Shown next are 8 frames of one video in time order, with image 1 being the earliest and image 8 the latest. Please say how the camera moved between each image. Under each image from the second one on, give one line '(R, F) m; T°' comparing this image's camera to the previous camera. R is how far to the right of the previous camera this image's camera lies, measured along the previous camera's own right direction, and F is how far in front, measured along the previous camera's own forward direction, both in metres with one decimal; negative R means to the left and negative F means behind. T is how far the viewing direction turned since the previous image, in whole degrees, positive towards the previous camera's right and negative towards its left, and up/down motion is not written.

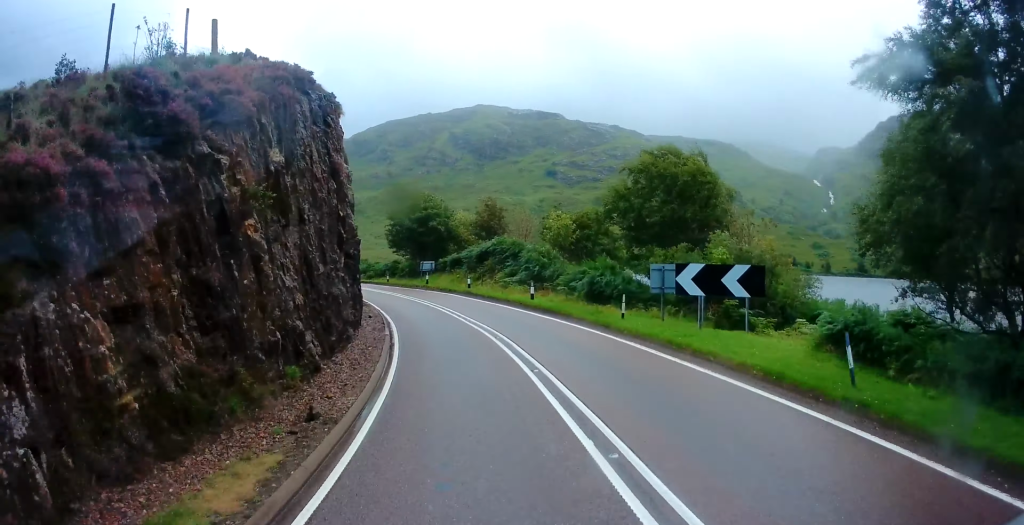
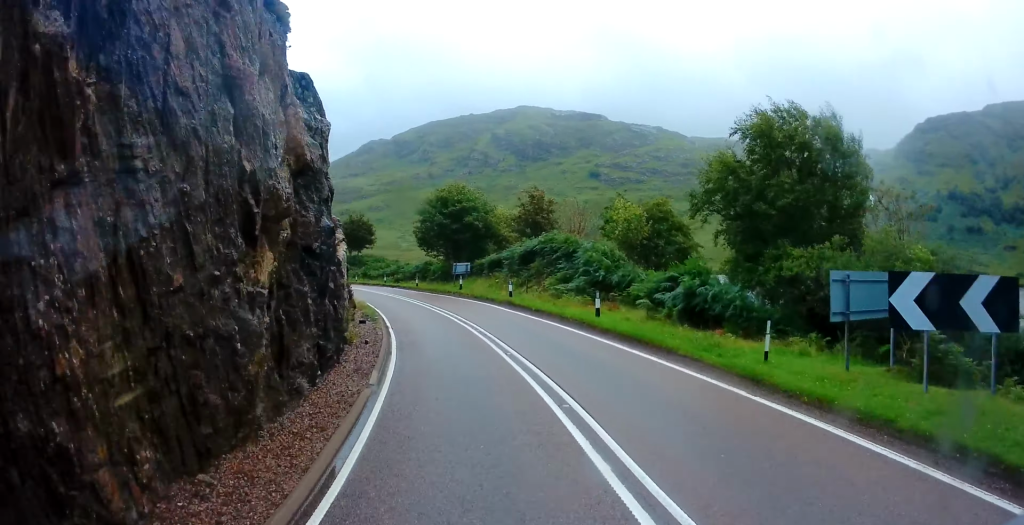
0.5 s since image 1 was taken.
(-0.4, +7.9) m; -2°
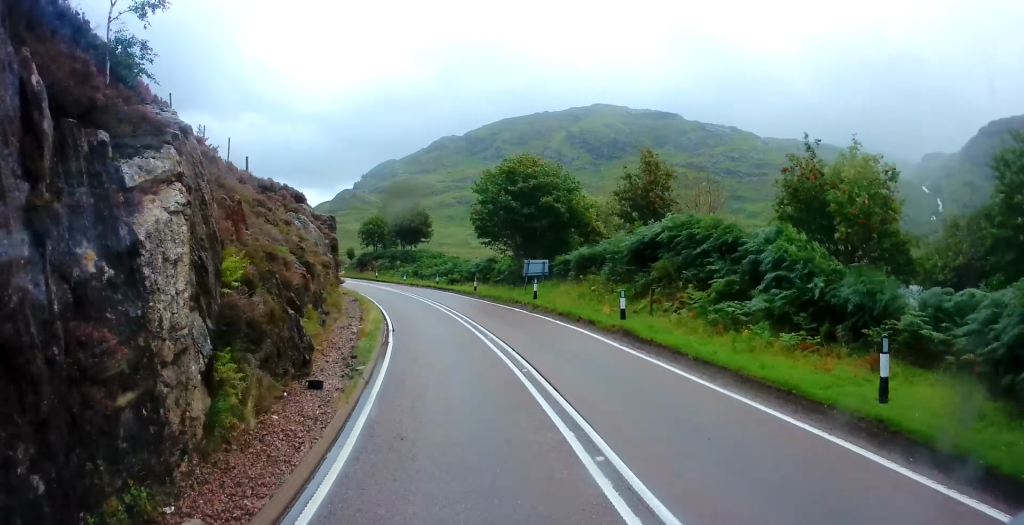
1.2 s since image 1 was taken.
(-0.3, +12.4) m; -3°
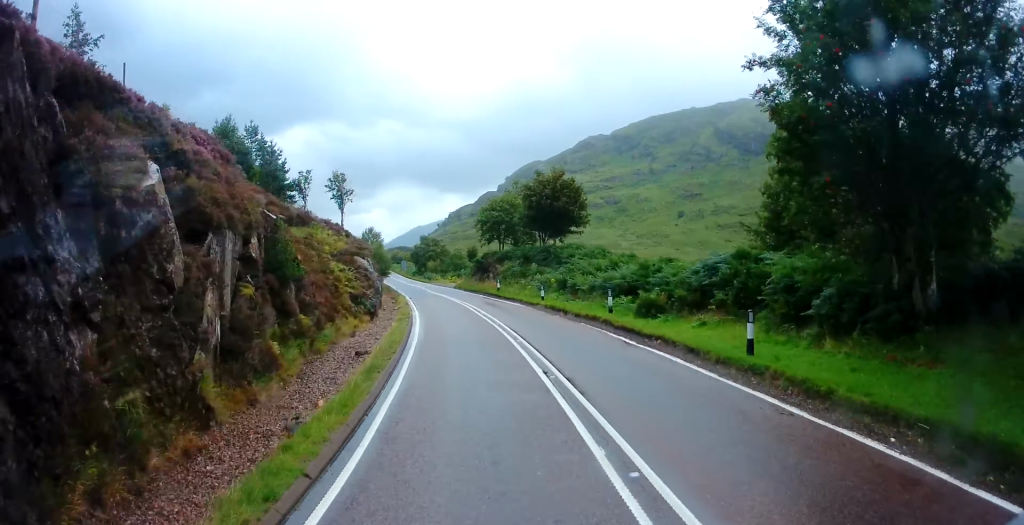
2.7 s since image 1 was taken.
(-1.2, +25.3) m; -10°
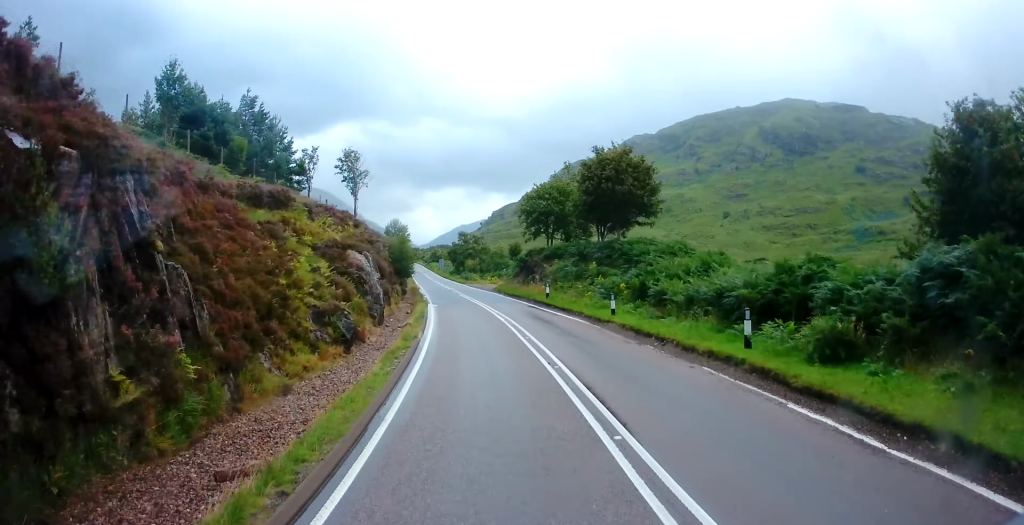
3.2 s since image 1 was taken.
(-0.6, +8.7) m; -6°
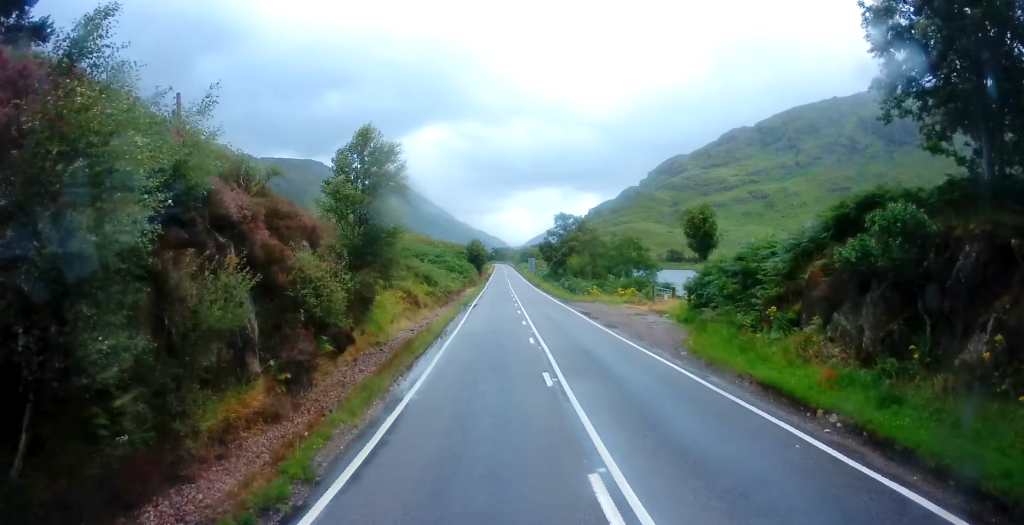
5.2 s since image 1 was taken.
(-7.6, +35.5) m; -22°
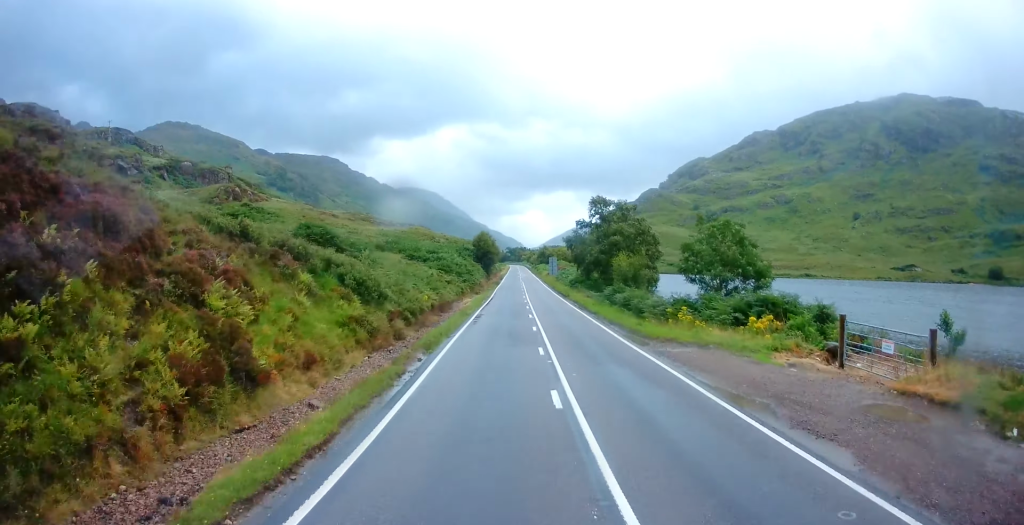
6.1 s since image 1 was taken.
(-1.2, +19.0) m; -4°
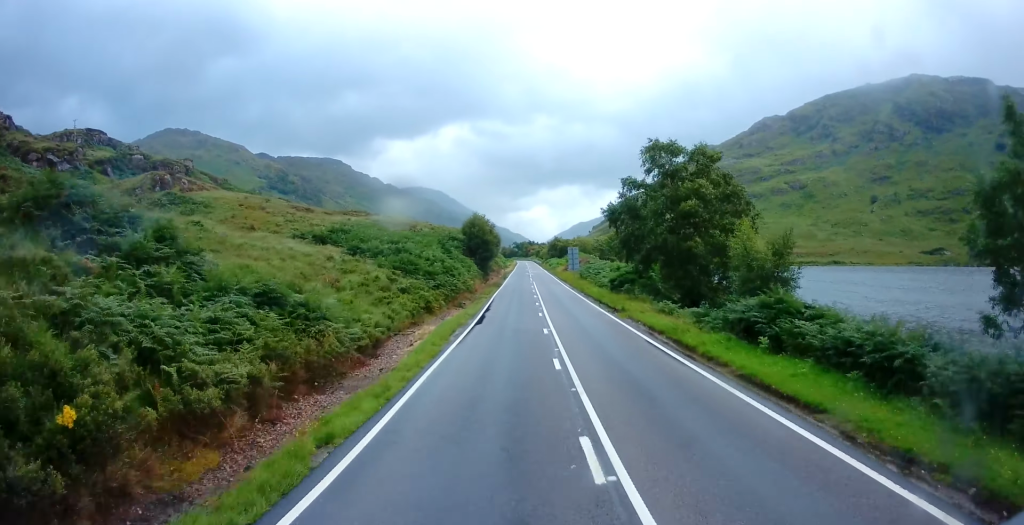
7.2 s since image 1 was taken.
(-0.2, +21.8) m; 0°
